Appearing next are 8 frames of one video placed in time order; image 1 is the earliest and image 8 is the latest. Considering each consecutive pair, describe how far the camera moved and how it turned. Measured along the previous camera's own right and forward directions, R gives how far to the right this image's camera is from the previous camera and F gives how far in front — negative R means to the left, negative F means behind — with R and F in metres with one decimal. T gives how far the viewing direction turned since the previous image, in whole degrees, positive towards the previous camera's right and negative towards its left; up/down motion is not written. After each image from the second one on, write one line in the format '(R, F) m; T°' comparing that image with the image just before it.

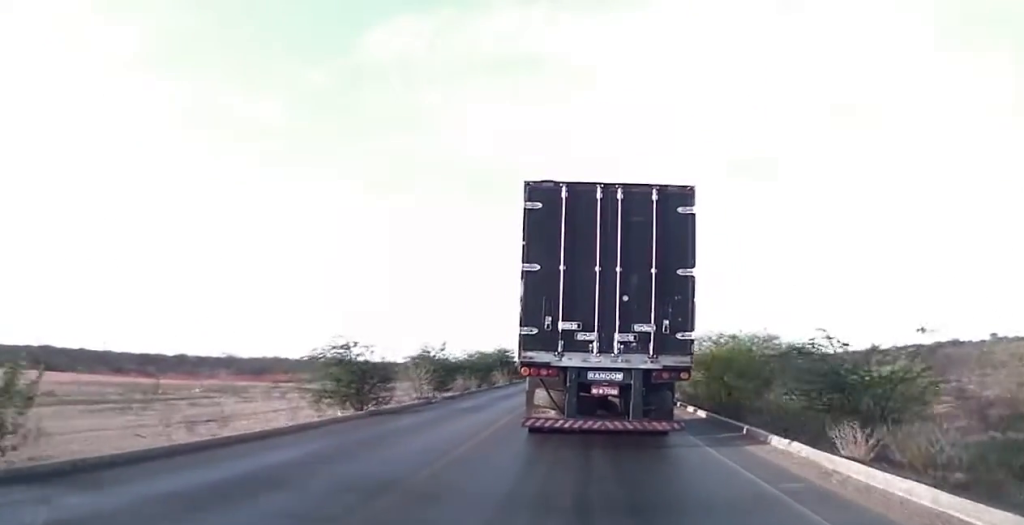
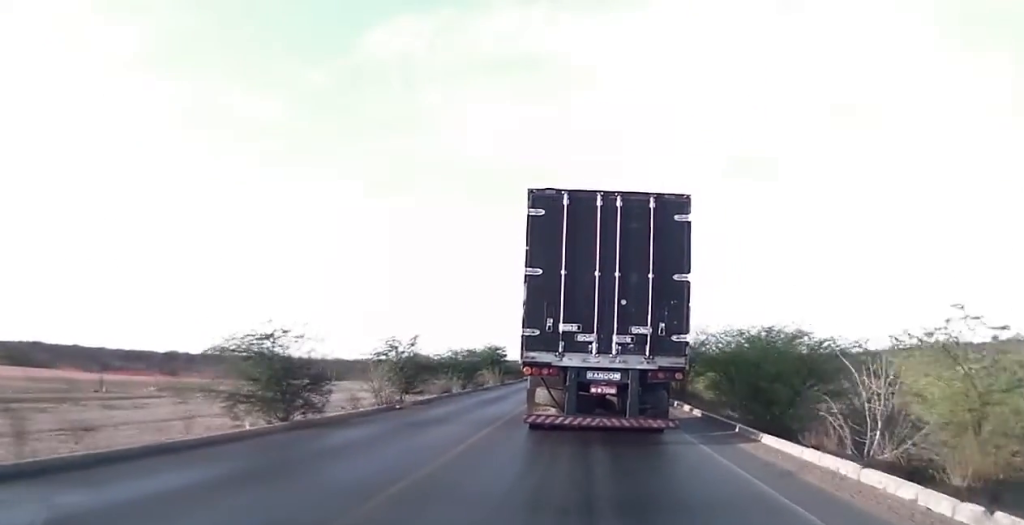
(-0.1, +4.5) m; -1°
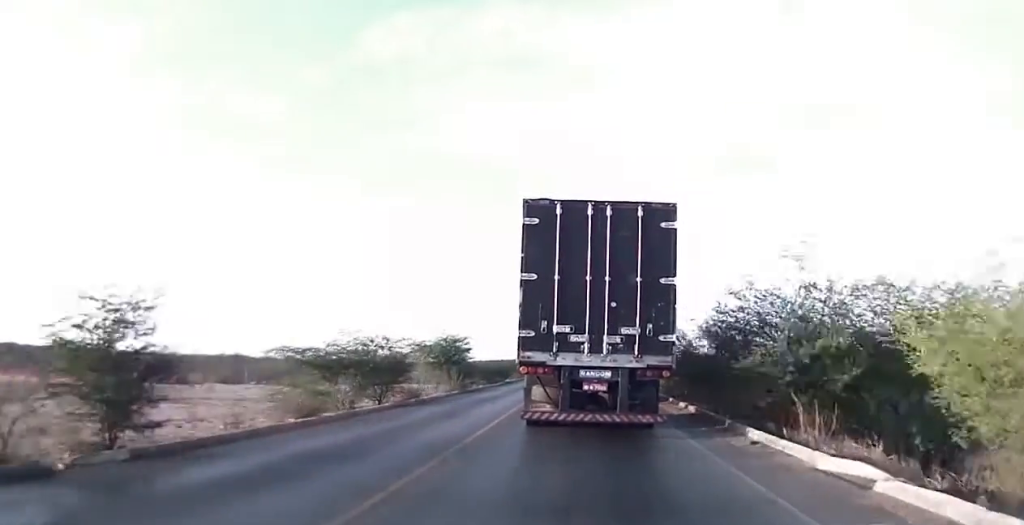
(-0.1, +13.0) m; -1°
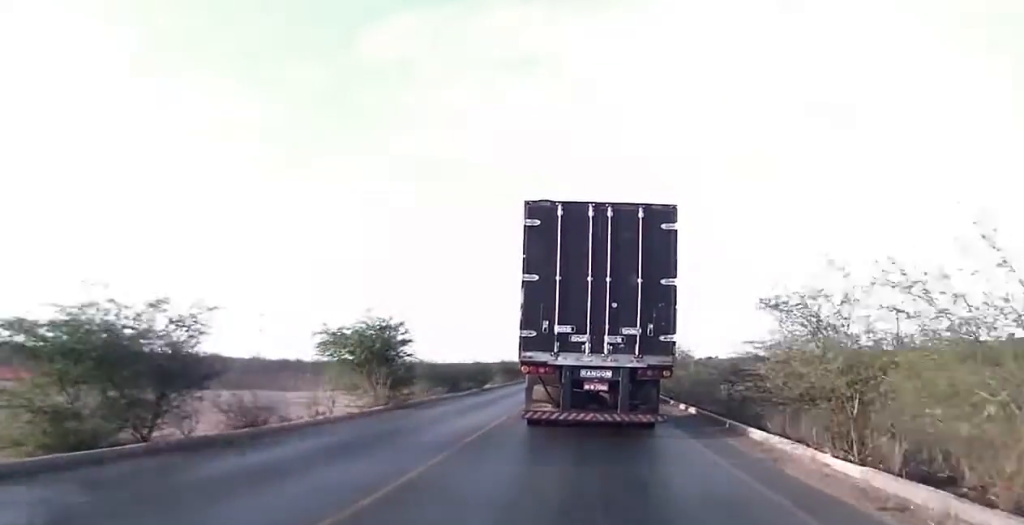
(+0.1, +12.1) m; 0°
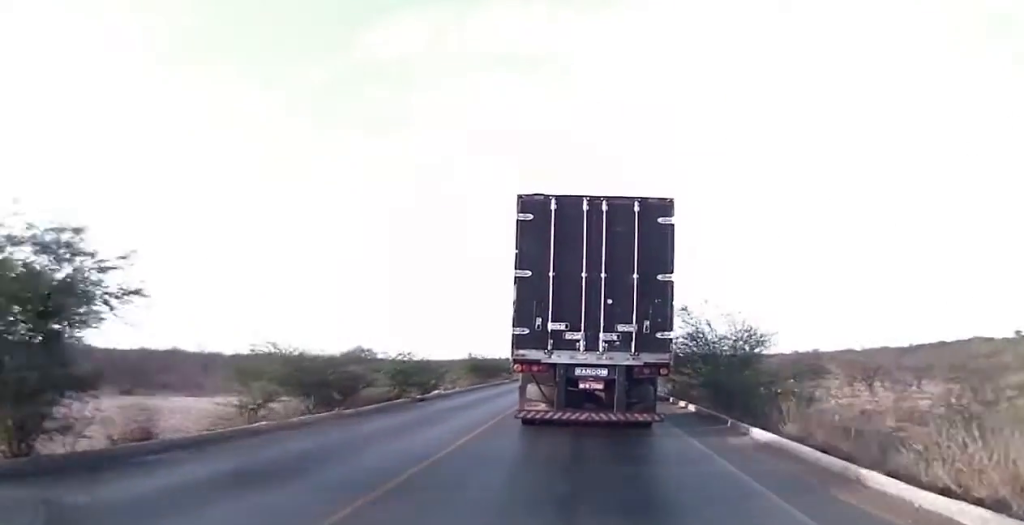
(-0.1, +17.3) m; 0°
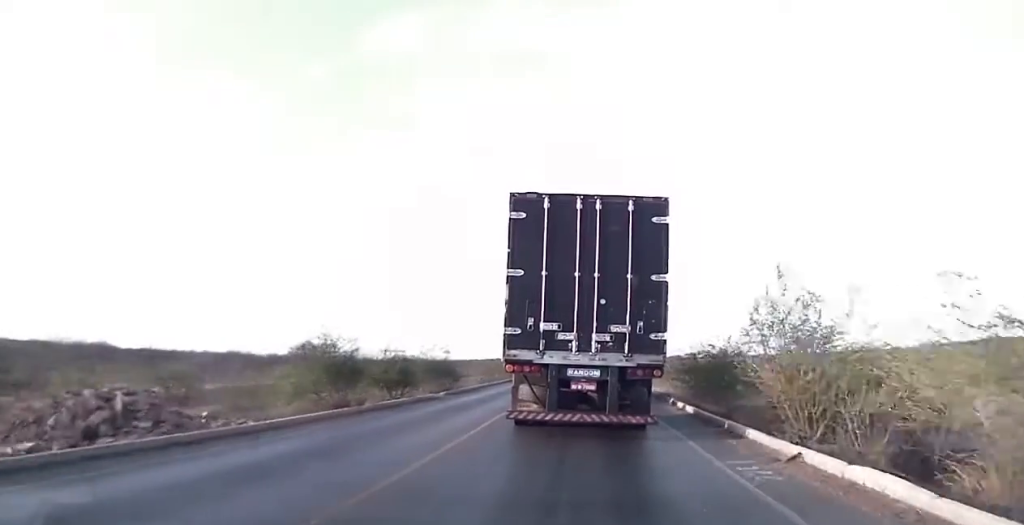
(+0.3, +27.6) m; +1°
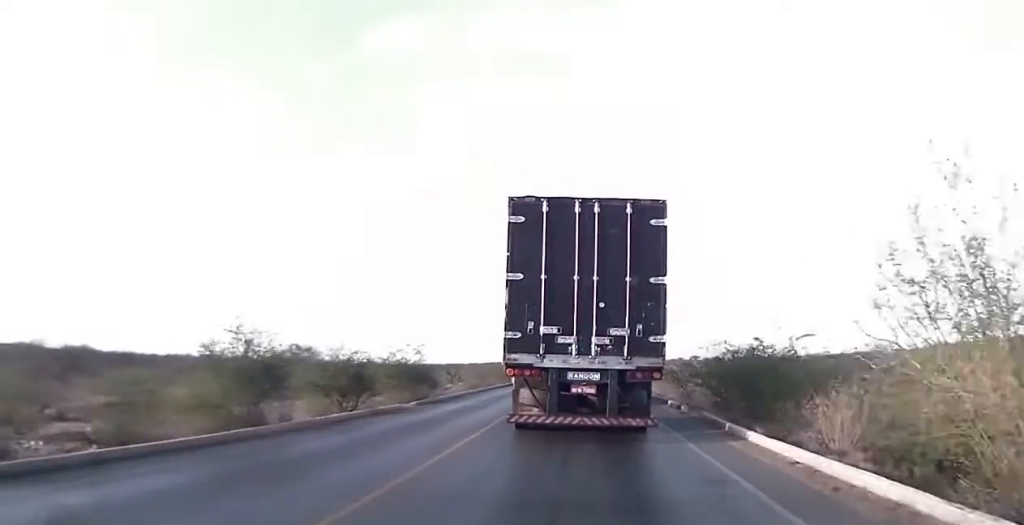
(0.0, +5.8) m; 0°
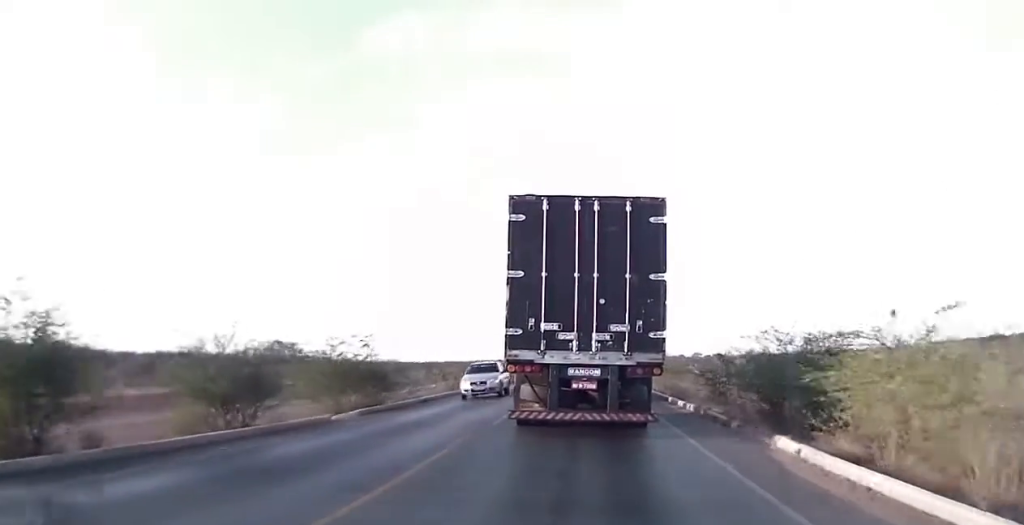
(0.0, +7.8) m; -1°
